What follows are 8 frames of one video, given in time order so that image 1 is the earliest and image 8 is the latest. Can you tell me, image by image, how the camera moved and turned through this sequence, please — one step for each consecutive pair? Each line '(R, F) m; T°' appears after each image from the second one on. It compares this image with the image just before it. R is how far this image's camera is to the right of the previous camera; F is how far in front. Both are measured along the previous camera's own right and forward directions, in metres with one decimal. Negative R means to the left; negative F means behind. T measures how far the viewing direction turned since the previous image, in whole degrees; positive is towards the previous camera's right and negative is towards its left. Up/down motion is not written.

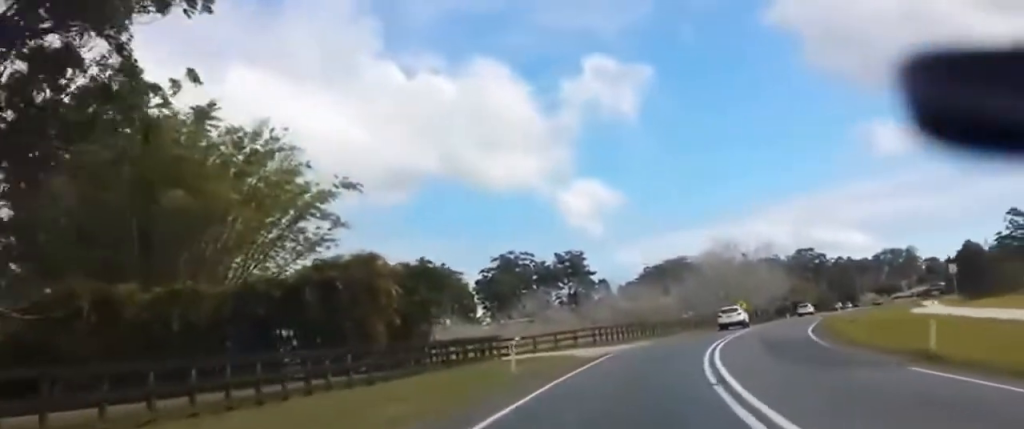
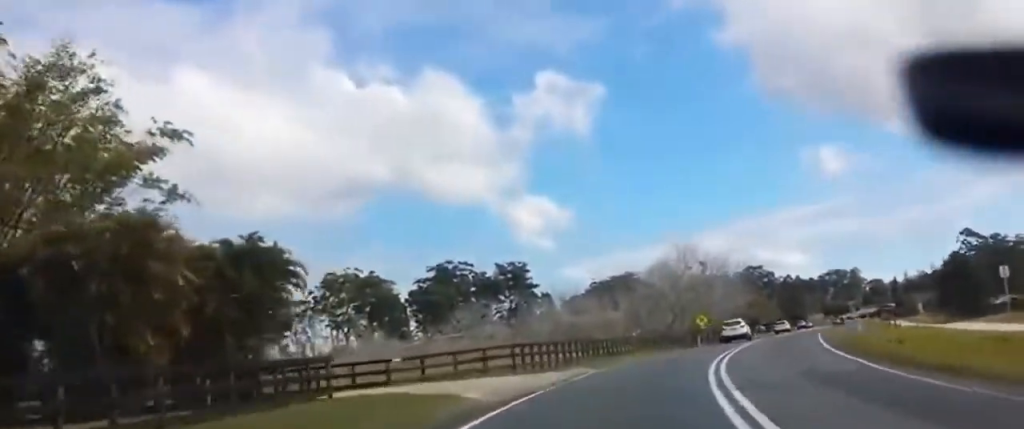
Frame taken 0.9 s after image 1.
(+0.3, +19.3) m; +2°
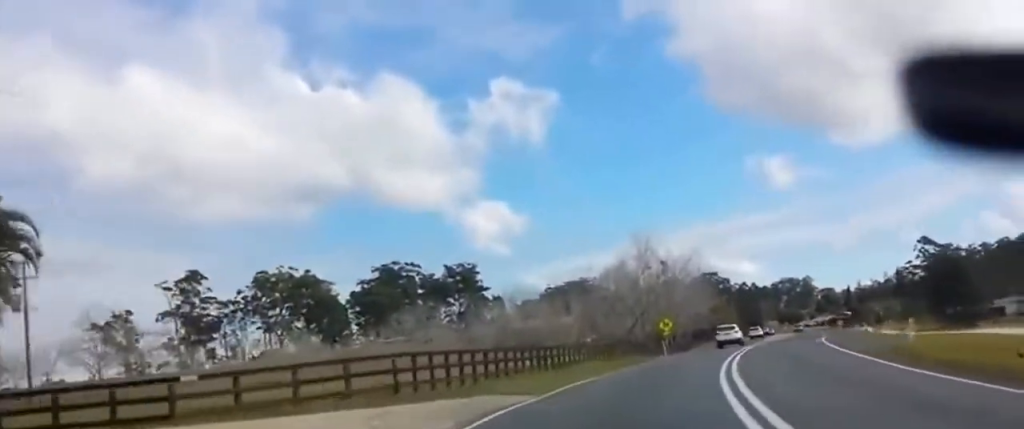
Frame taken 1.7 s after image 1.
(+0.4, +15.1) m; +3°
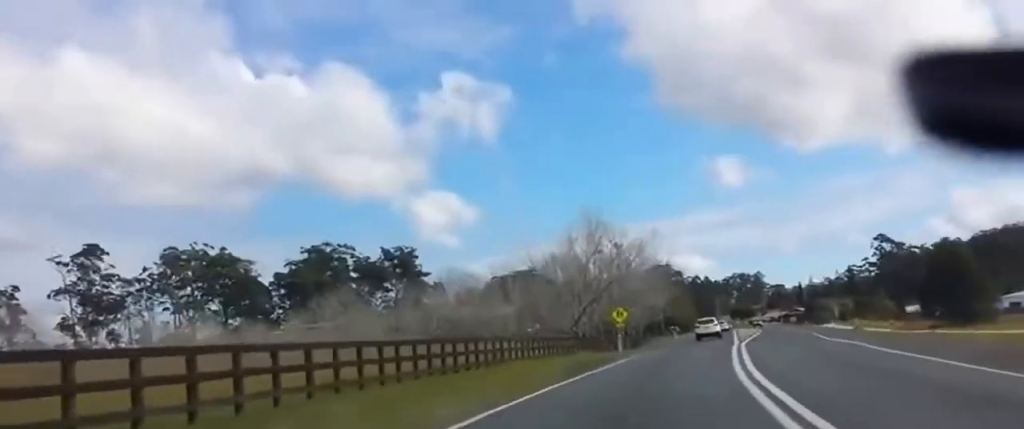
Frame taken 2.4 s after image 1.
(+0.4, +15.1) m; +3°
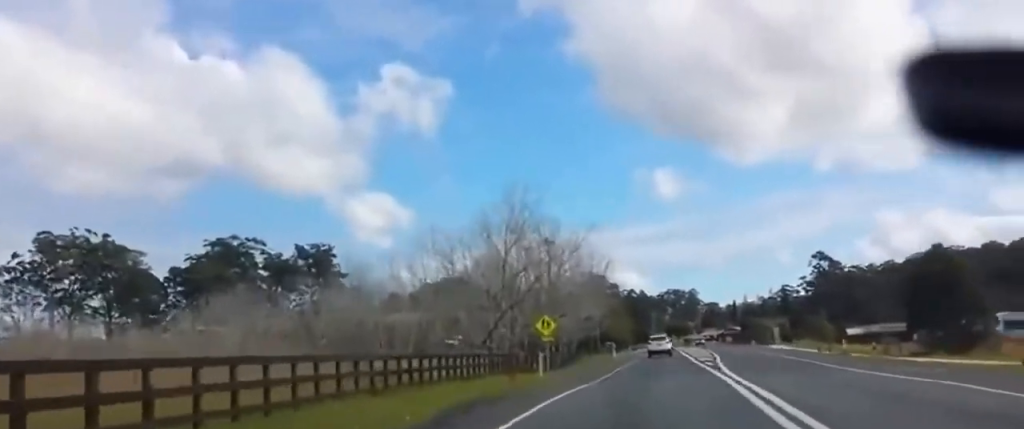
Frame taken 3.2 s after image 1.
(+0.4, +16.5) m; +4°
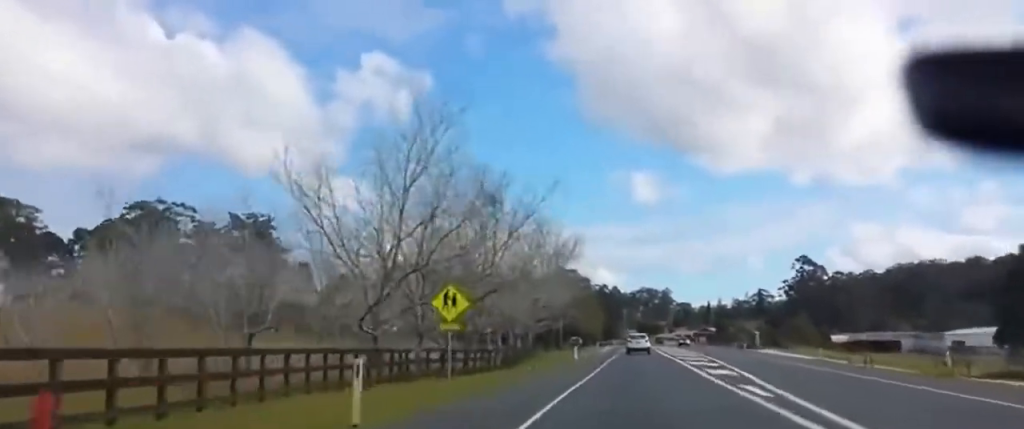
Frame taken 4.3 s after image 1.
(+1.0, +23.2) m; +2°
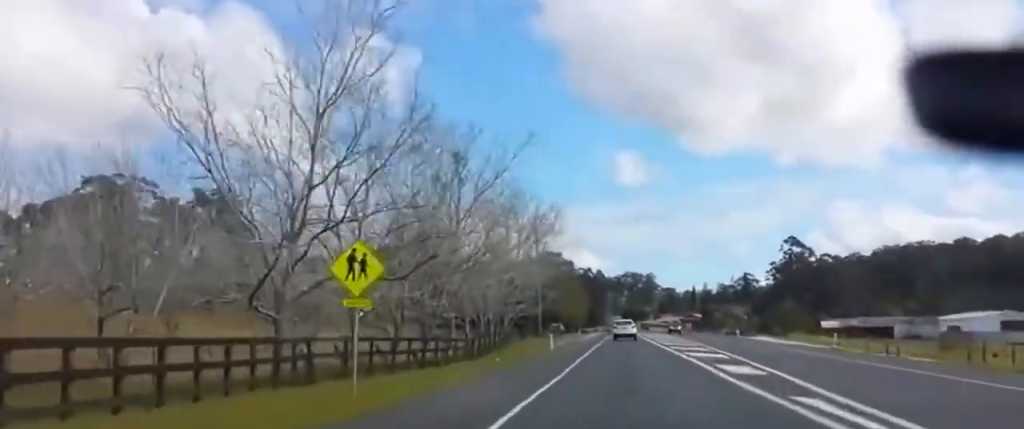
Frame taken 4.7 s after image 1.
(-0.1, +9.2) m; 0°
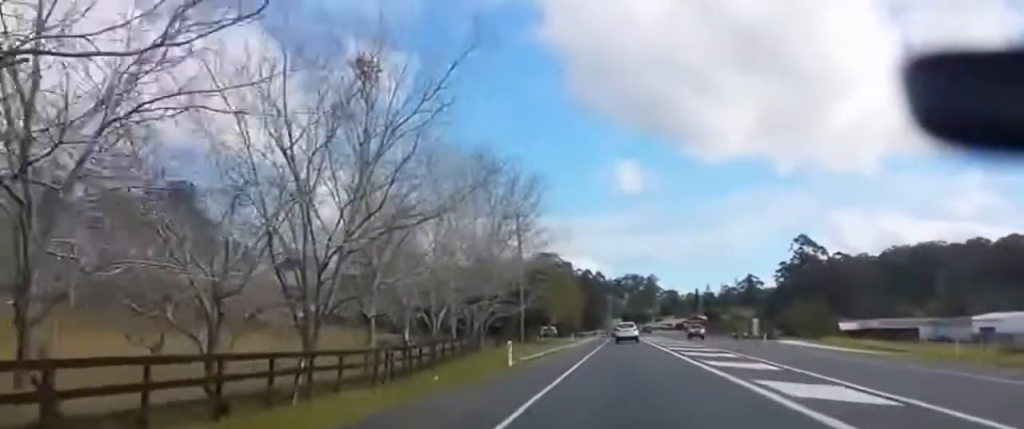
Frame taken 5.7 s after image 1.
(-0.1, +20.5) m; 0°
